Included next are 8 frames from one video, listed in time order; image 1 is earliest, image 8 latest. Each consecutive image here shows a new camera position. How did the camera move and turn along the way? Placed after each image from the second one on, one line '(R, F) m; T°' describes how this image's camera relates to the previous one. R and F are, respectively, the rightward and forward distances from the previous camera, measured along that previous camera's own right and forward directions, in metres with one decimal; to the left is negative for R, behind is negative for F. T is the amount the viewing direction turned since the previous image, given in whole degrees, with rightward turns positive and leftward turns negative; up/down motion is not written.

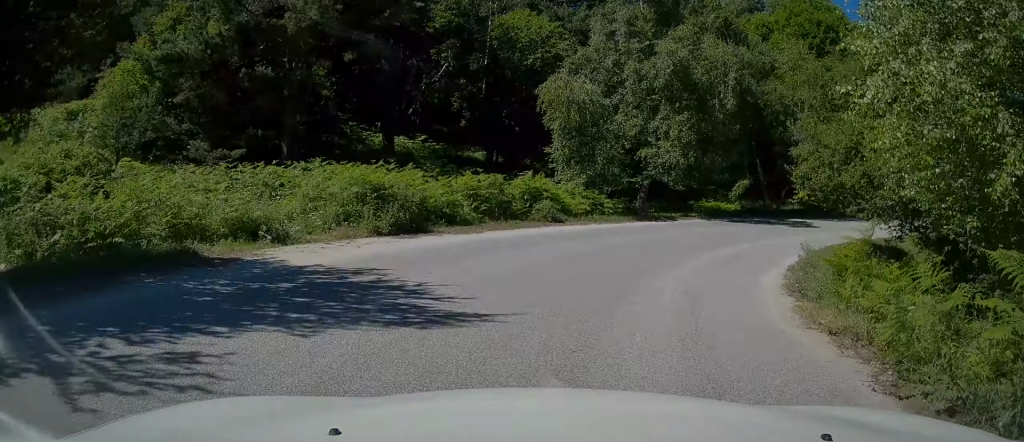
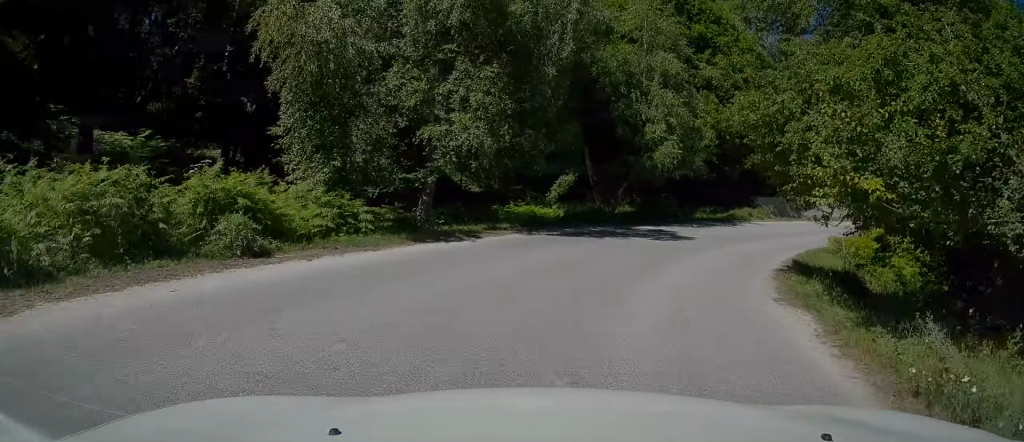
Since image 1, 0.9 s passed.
(+1.2, +8.9) m; +18°
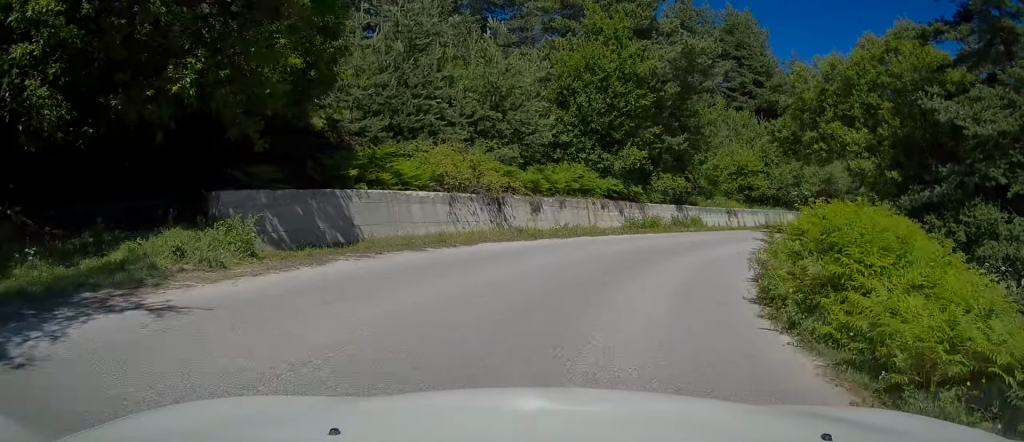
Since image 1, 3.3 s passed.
(+8.7, +20.3) m; +44°
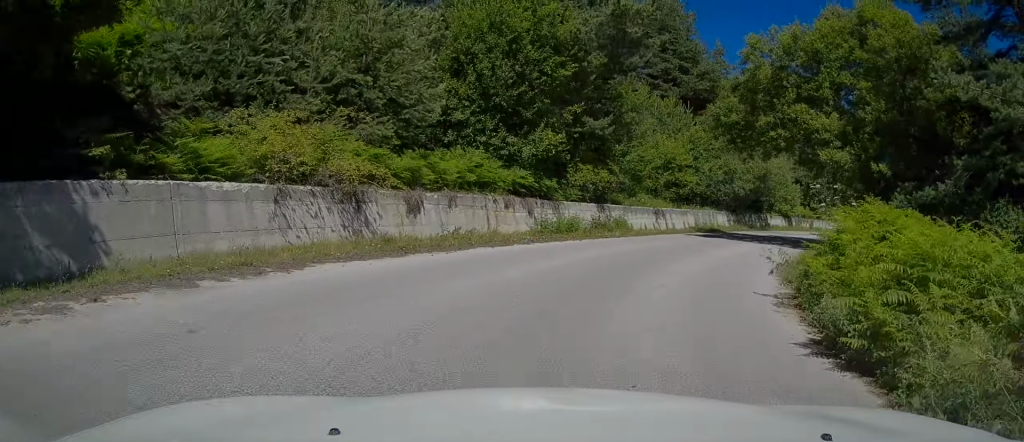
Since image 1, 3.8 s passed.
(+0.3, +5.4) m; +9°
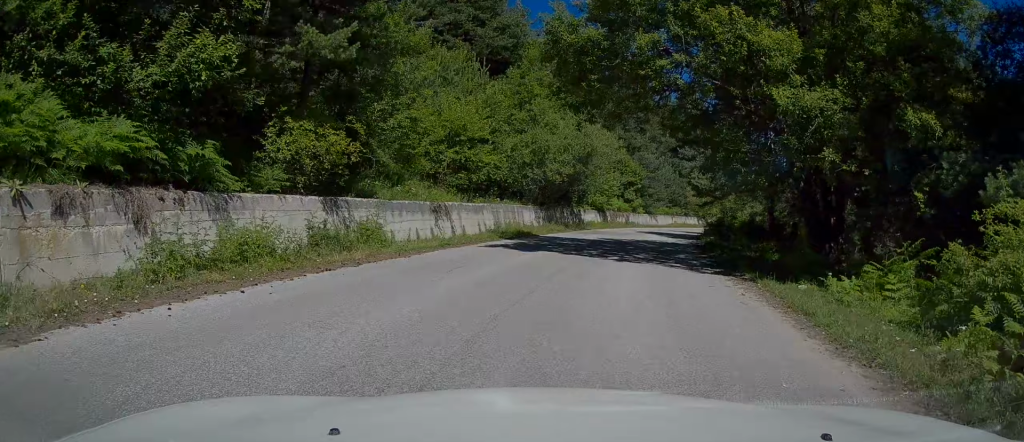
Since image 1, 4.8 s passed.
(+1.5, +10.9) m; +13°
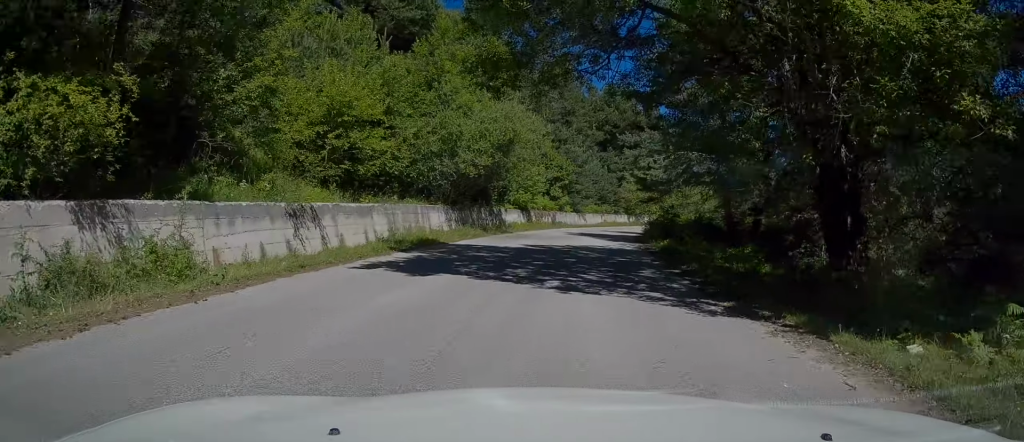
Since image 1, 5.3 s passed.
(+0.4, +5.3) m; +5°
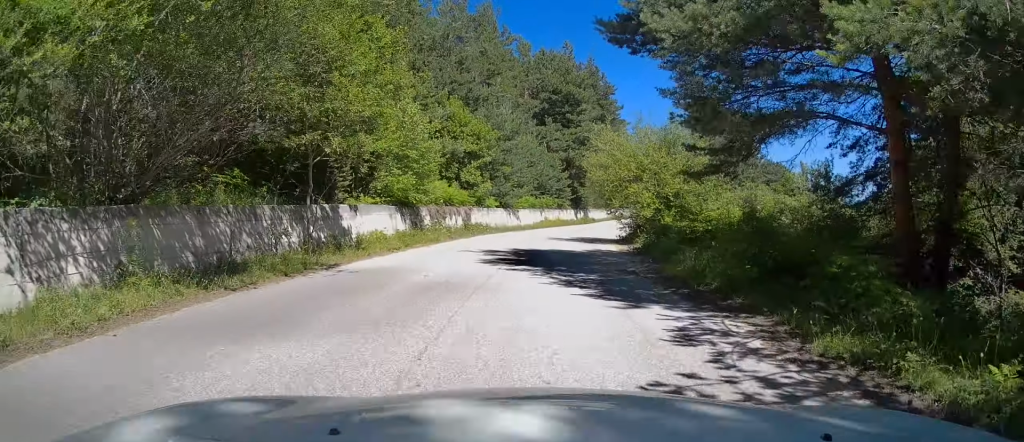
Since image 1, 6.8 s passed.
(+1.8, +18.2) m; +7°
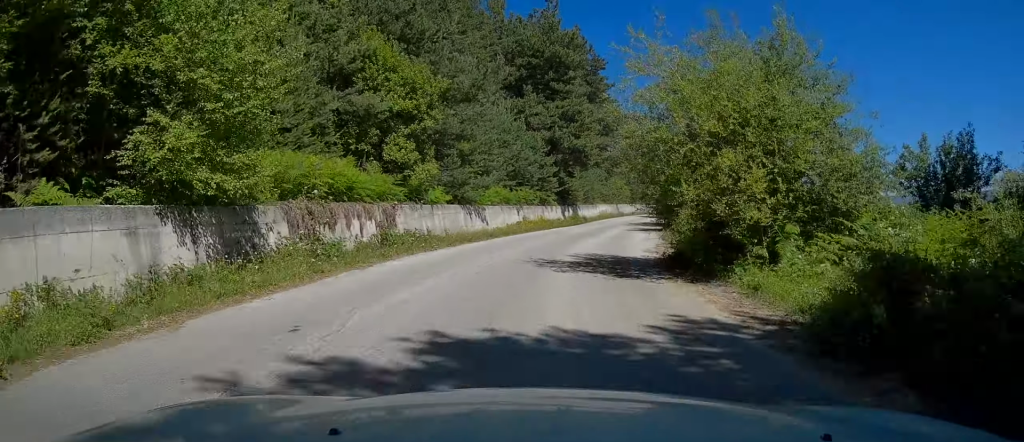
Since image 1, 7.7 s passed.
(-0.3, +12.3) m; +2°
